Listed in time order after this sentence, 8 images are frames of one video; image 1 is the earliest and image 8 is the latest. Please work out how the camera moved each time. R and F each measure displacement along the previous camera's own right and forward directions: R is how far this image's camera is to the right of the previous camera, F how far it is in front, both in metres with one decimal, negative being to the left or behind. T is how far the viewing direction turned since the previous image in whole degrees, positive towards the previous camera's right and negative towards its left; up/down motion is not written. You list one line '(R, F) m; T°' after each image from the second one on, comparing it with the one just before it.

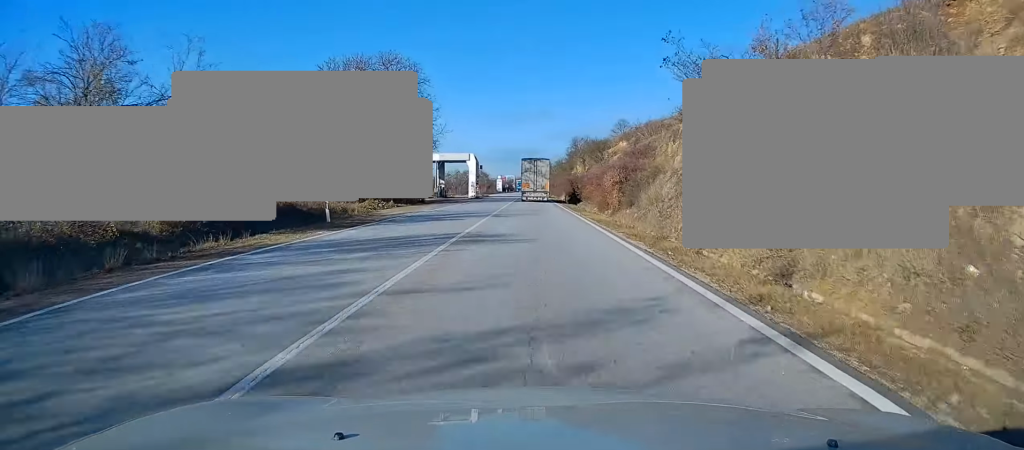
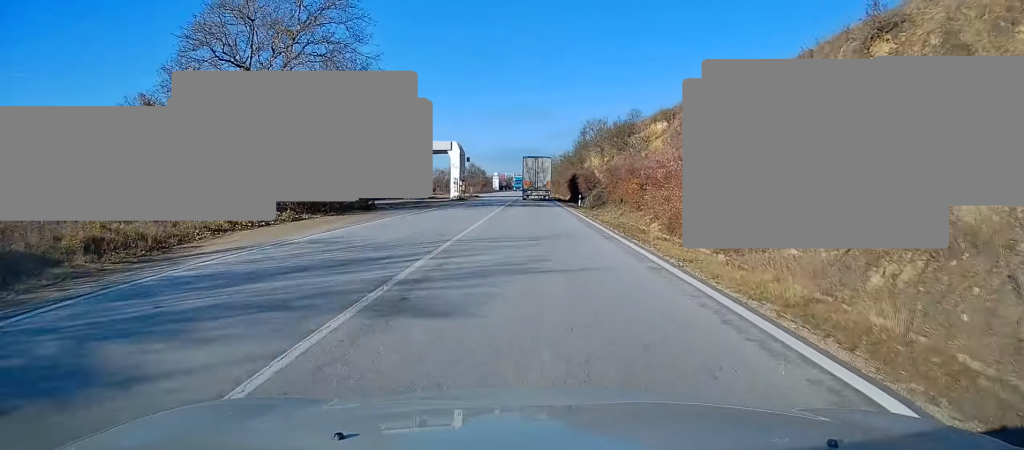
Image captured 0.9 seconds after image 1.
(0.0, +20.6) m; 0°
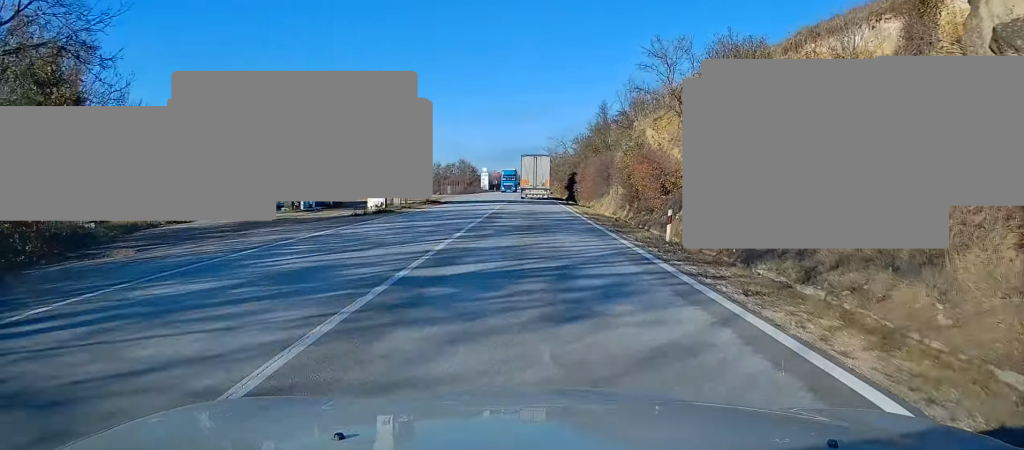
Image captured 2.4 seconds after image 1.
(0.0, +34.4) m; 0°
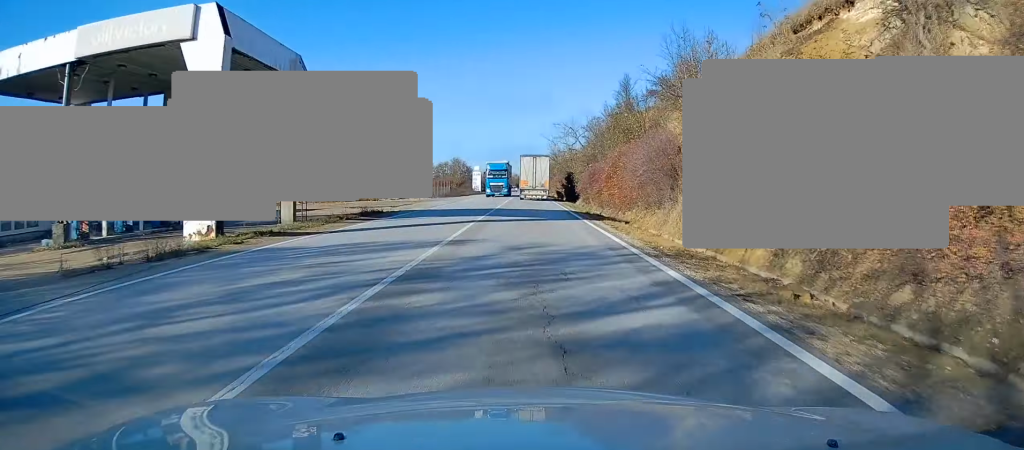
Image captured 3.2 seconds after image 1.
(0.0, +19.1) m; 0°
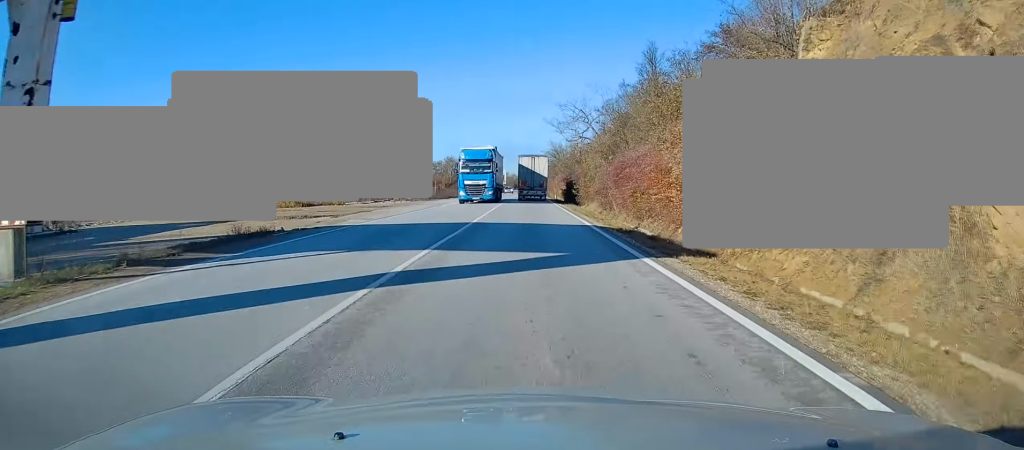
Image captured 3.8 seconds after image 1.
(0.0, +13.8) m; -1°
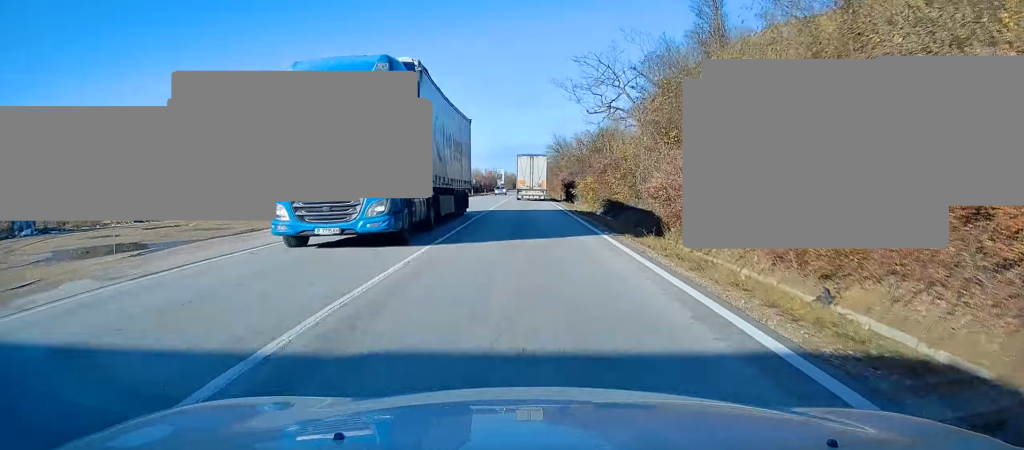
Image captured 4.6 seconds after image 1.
(-0.1, +16.8) m; 0°
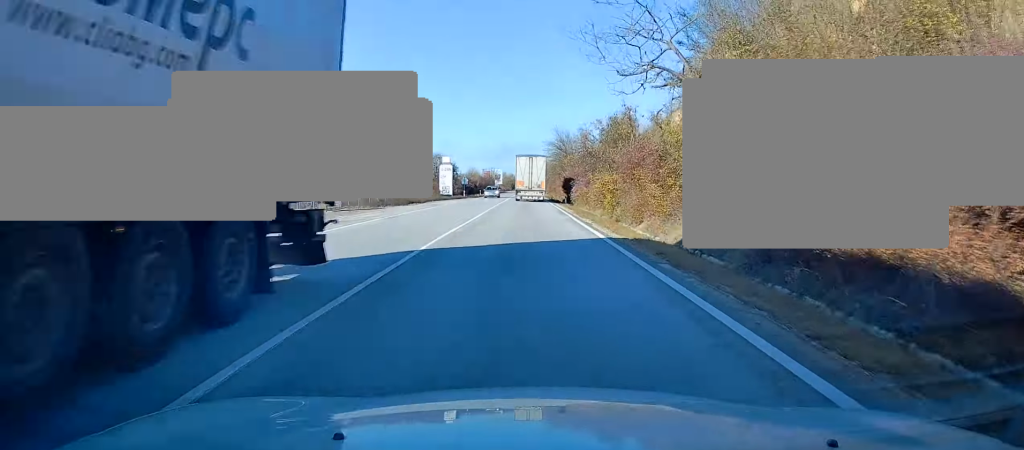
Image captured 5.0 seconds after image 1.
(-0.2, +9.9) m; 0°
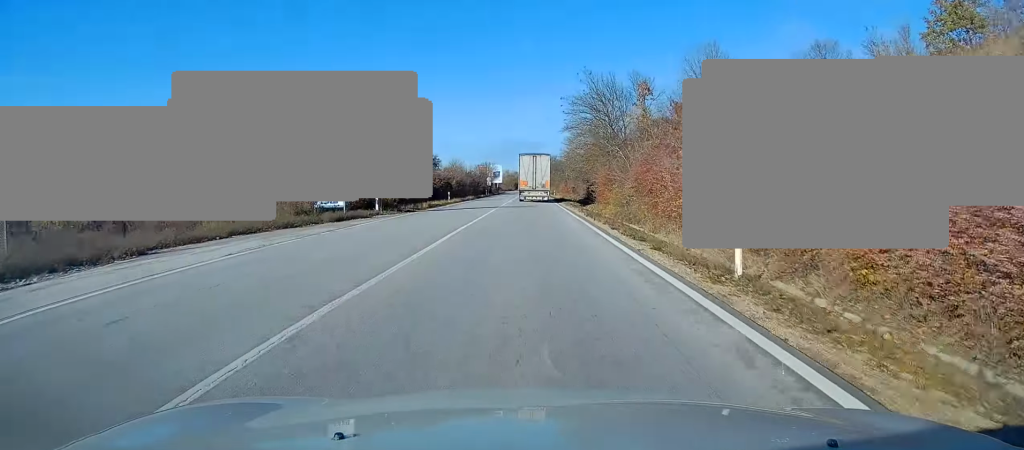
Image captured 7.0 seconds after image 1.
(+0.9, +47.1) m; +1°
